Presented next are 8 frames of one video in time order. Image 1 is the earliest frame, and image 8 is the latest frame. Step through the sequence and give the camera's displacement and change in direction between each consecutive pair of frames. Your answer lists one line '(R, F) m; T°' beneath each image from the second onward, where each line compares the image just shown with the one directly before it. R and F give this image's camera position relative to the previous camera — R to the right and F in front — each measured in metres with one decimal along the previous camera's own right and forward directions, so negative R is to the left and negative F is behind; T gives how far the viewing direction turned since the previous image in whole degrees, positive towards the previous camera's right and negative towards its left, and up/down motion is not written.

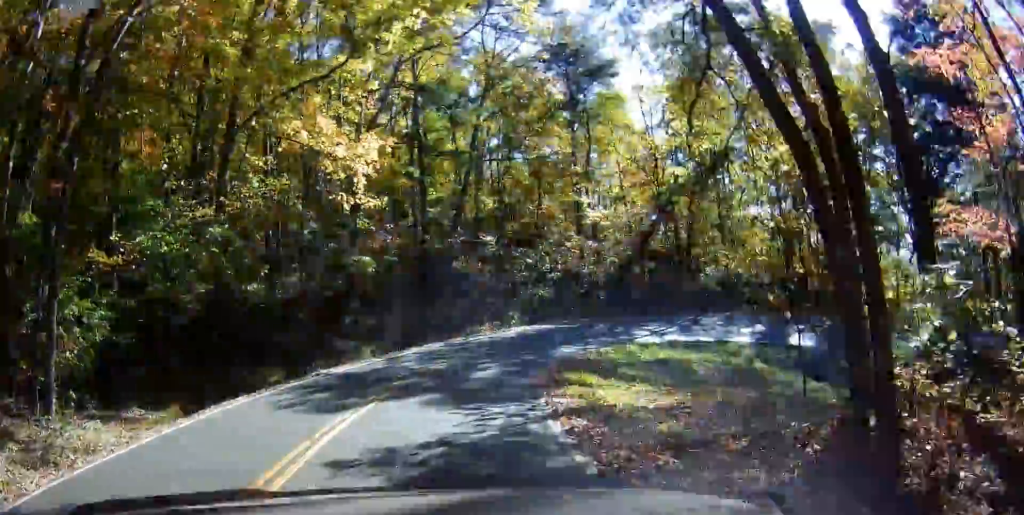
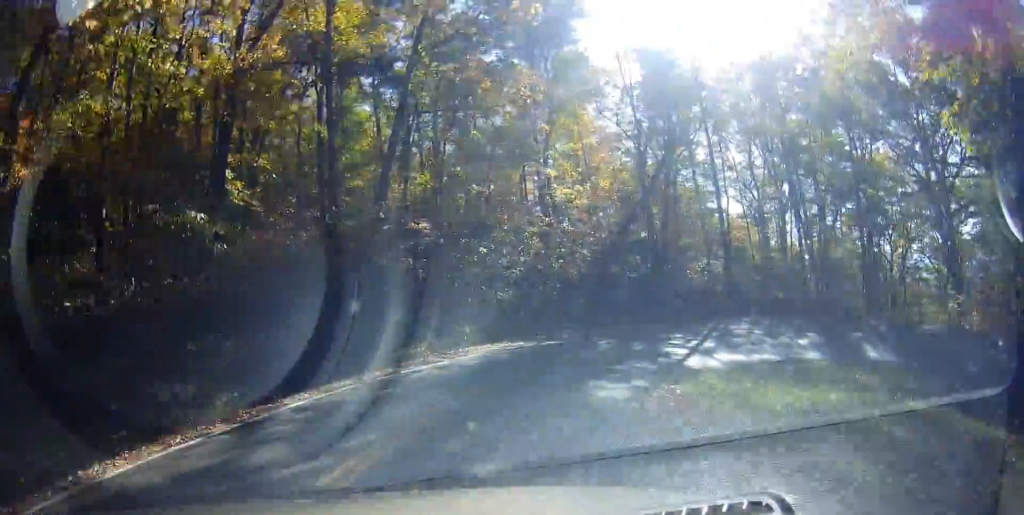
(+1.1, +10.1) m; +9°
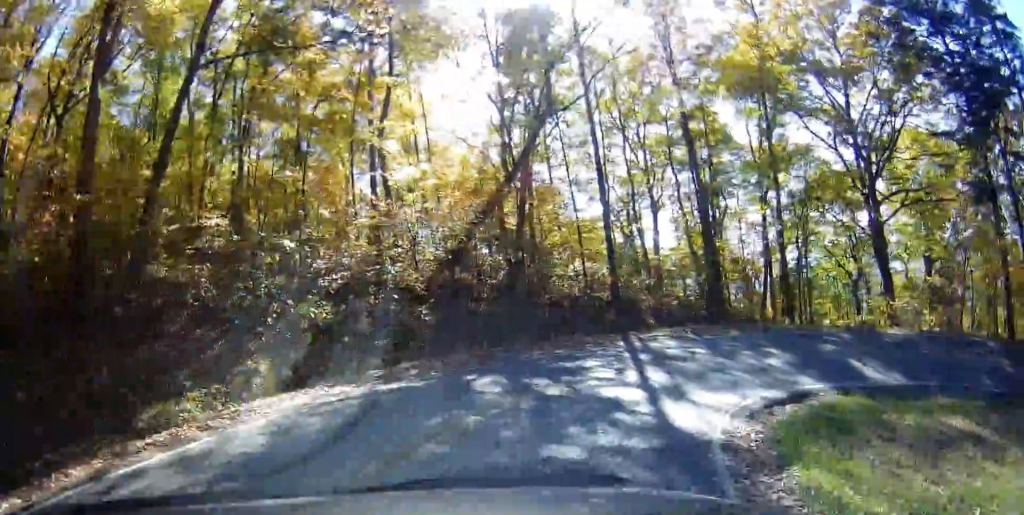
(+0.6, +9.2) m; +11°
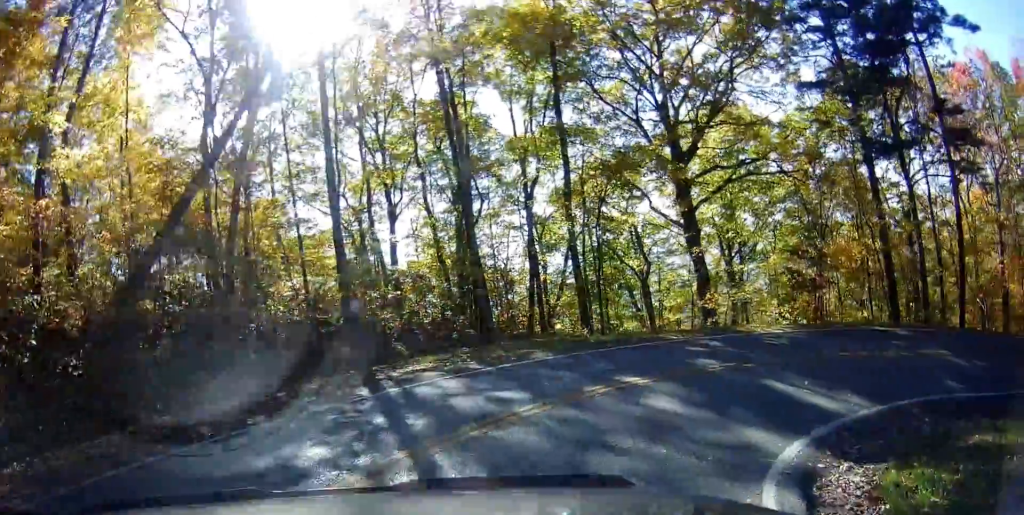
(+1.2, +9.0) m; +17°
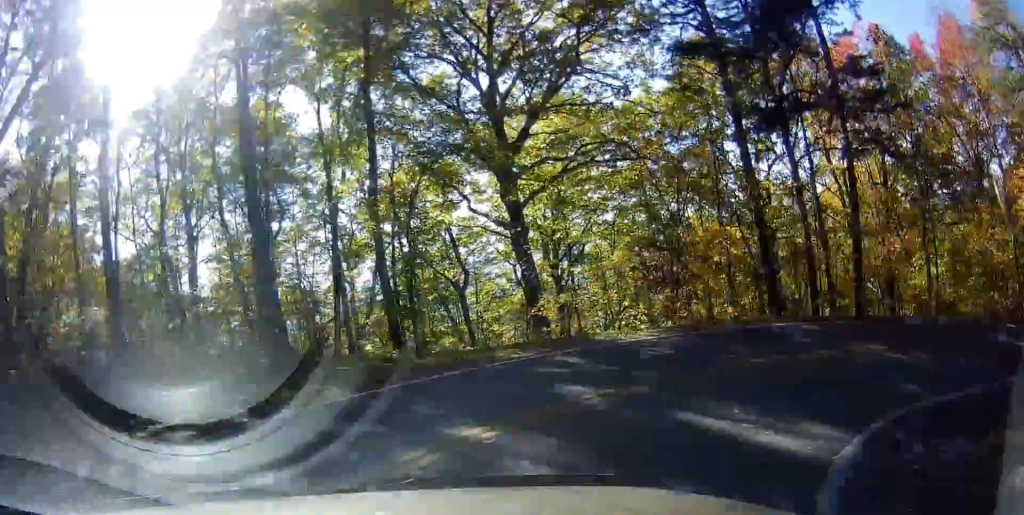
(+0.5, +4.8) m; +13°
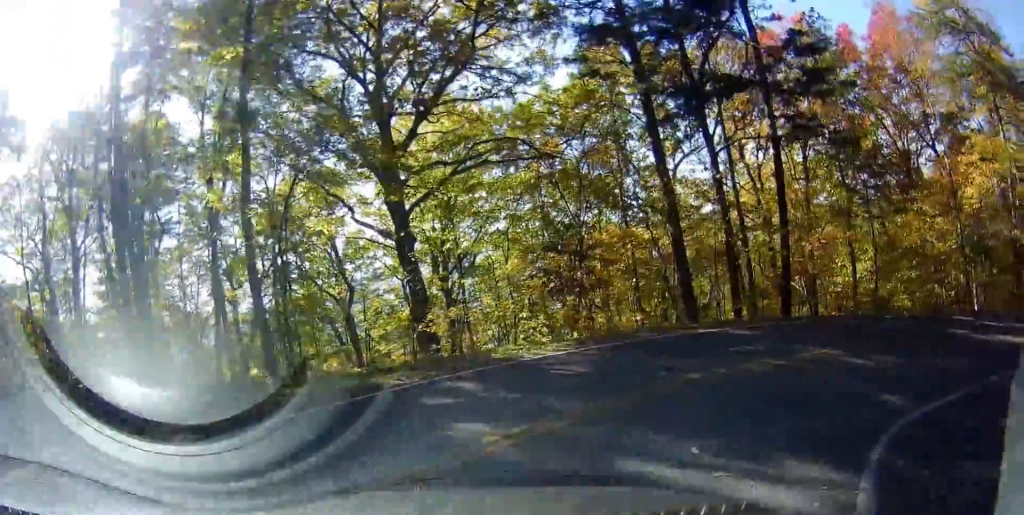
(-0.2, +2.6) m; +8°
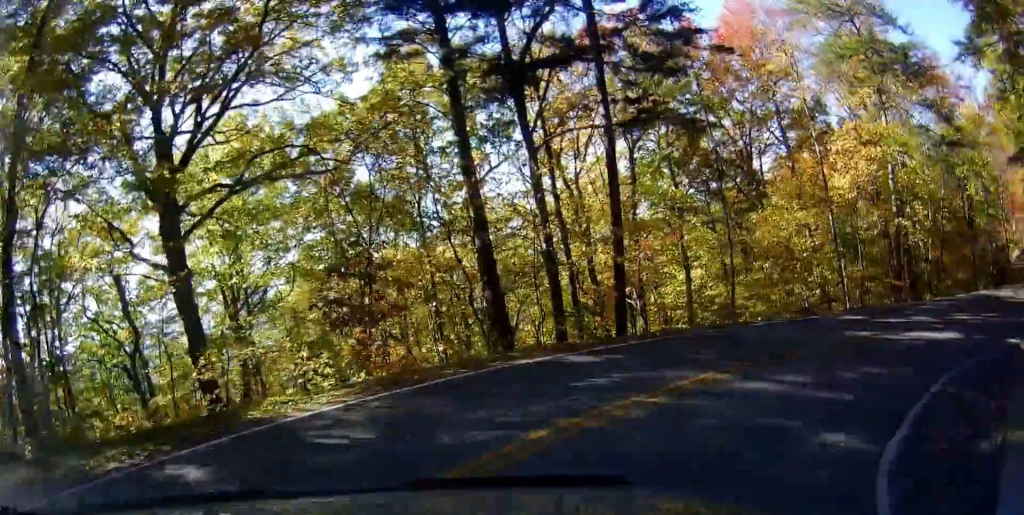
(+0.8, +3.3) m; +32°
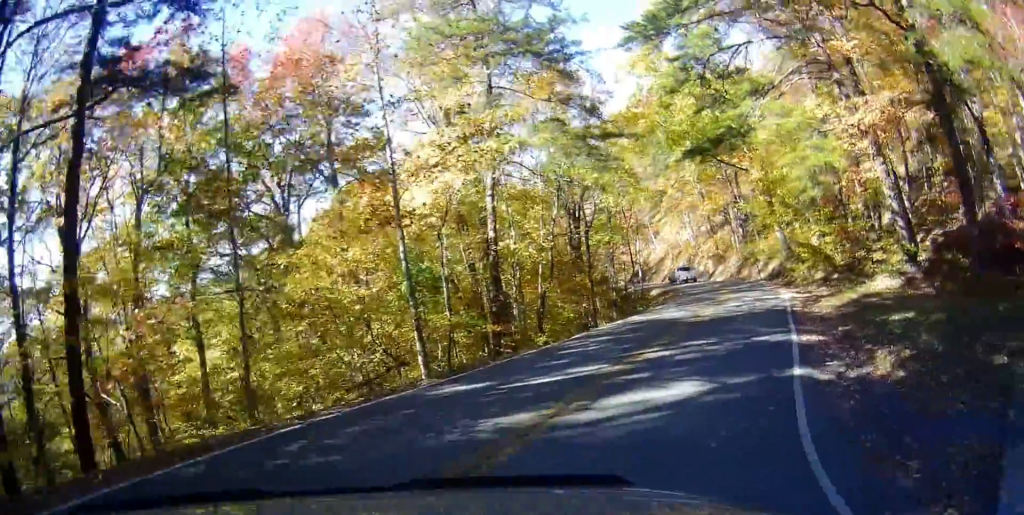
(+3.7, +4.3) m; +61°
